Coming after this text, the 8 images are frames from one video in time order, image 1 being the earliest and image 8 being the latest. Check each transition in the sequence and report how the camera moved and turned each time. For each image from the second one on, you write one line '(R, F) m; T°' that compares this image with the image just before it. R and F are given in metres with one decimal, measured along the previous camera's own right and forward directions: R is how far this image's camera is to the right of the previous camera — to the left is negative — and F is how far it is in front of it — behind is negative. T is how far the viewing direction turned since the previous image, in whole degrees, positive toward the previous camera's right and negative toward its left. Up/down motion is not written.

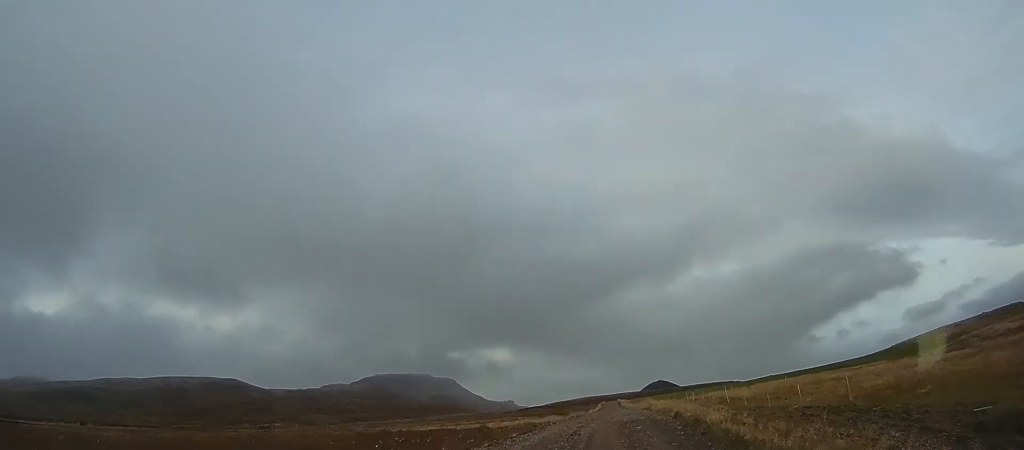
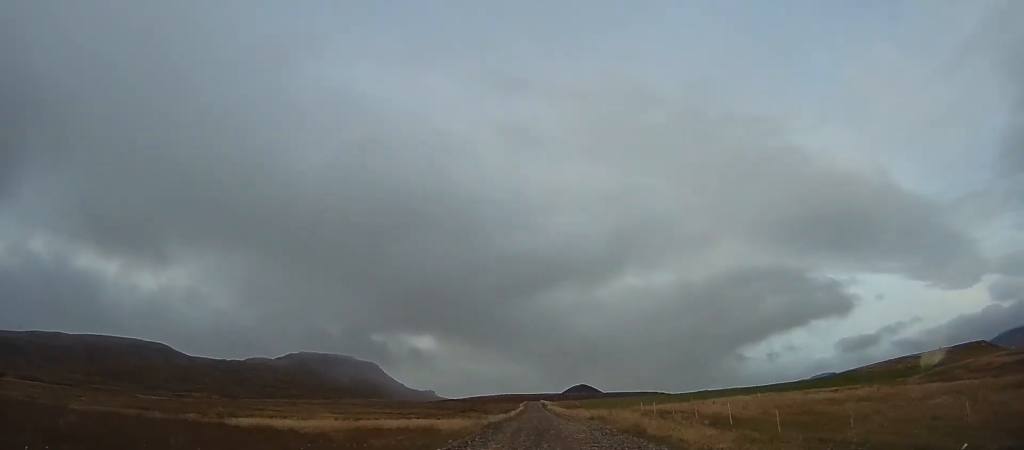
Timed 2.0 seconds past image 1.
(+1.6, +14.7) m; +7°
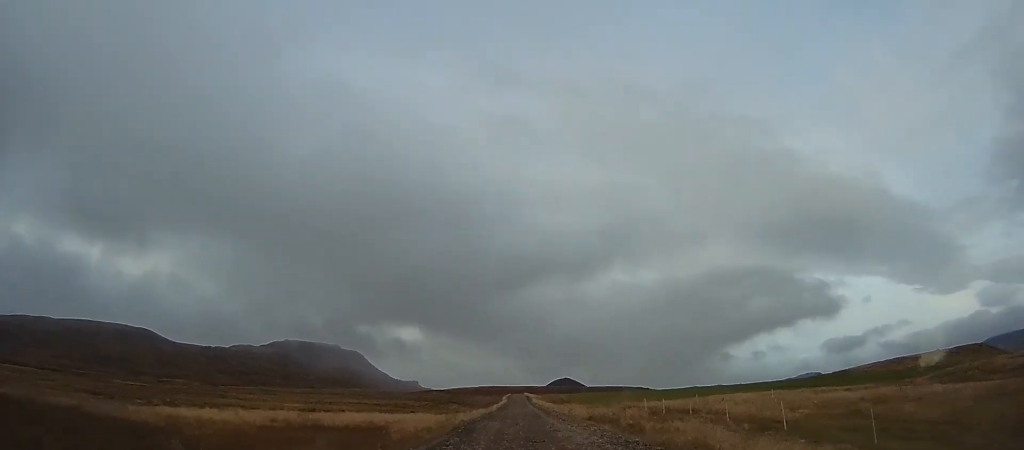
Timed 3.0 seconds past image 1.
(0.0, +7.5) m; 0°
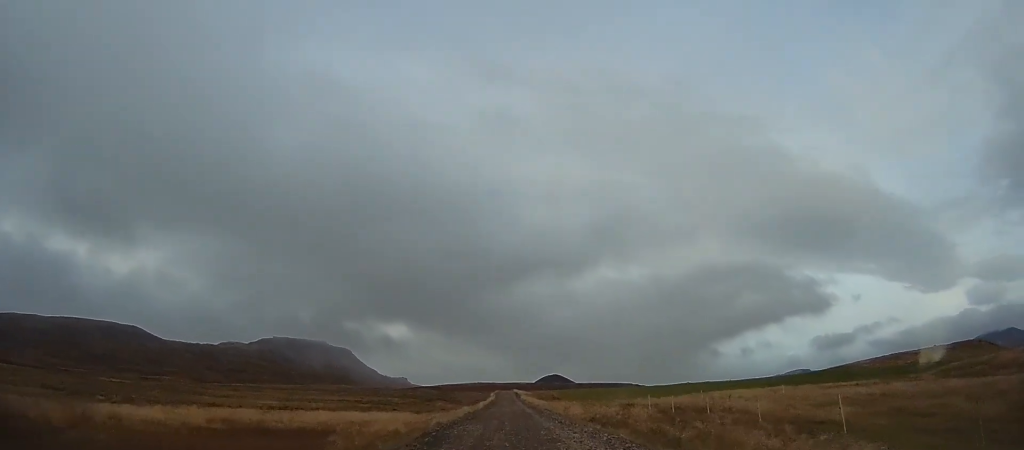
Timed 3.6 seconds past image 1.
(0.0, +4.9) m; 0°
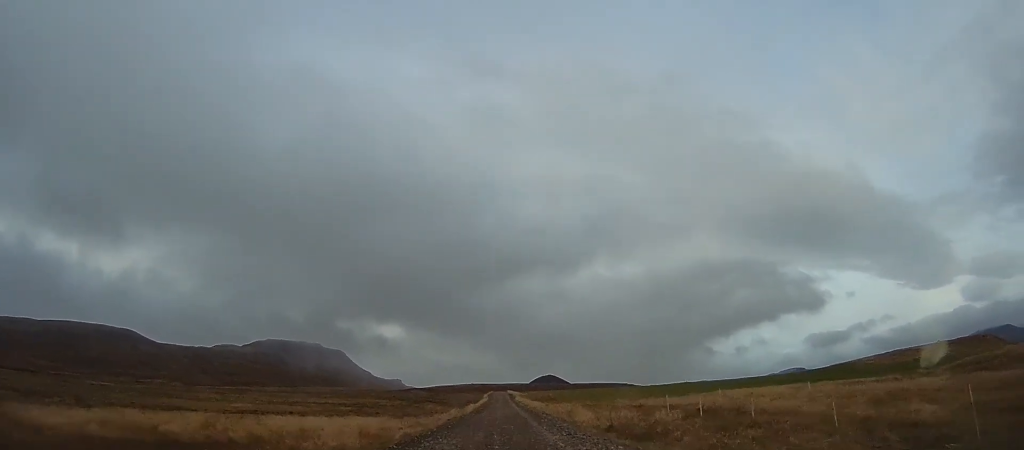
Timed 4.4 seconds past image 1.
(0.0, +5.8) m; 0°
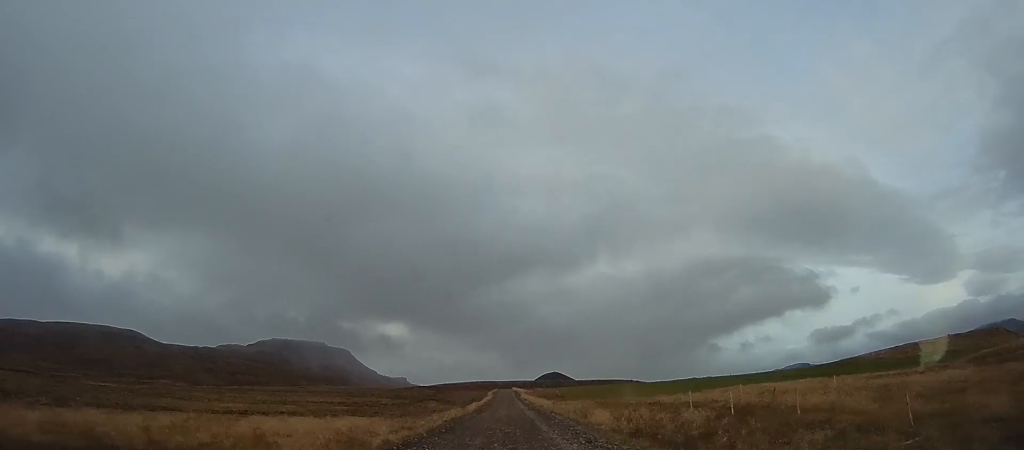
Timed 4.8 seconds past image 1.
(0.0, +3.3) m; 0°
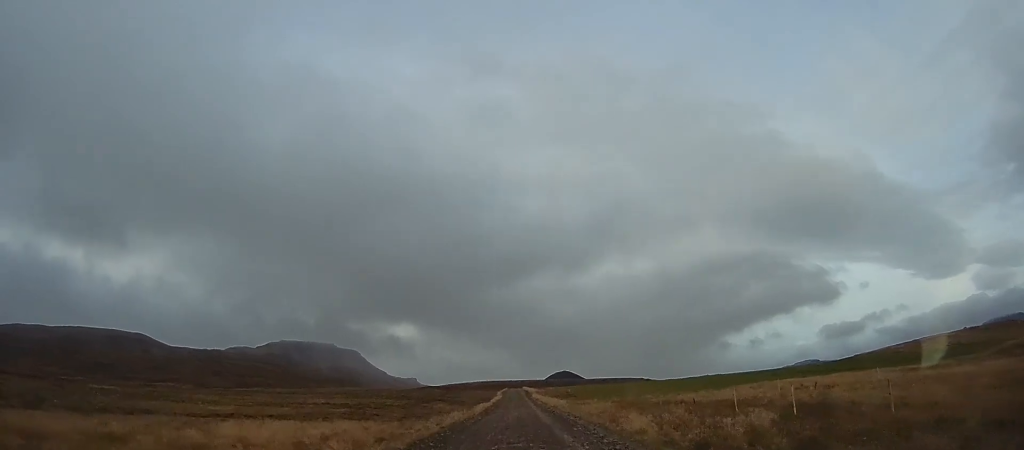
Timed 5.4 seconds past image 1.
(0.0, +4.5) m; +2°
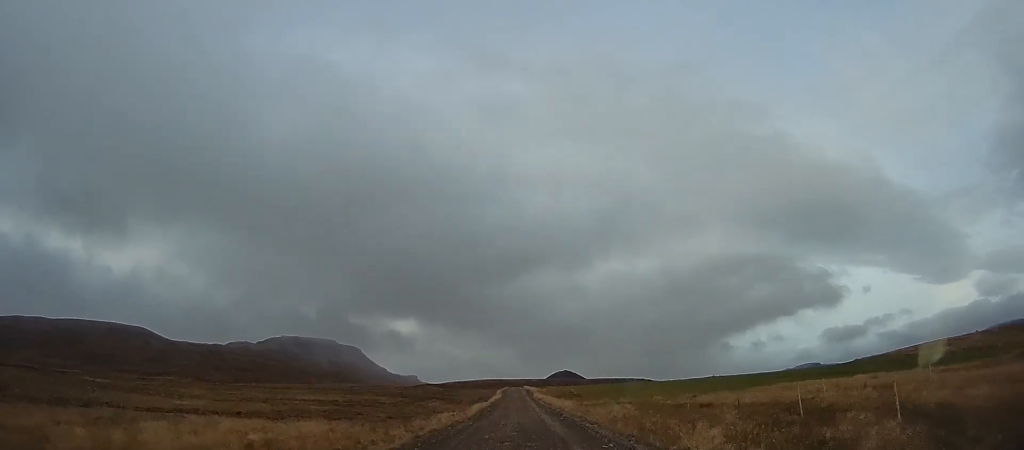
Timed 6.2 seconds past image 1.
(+0.2, +5.6) m; 0°
